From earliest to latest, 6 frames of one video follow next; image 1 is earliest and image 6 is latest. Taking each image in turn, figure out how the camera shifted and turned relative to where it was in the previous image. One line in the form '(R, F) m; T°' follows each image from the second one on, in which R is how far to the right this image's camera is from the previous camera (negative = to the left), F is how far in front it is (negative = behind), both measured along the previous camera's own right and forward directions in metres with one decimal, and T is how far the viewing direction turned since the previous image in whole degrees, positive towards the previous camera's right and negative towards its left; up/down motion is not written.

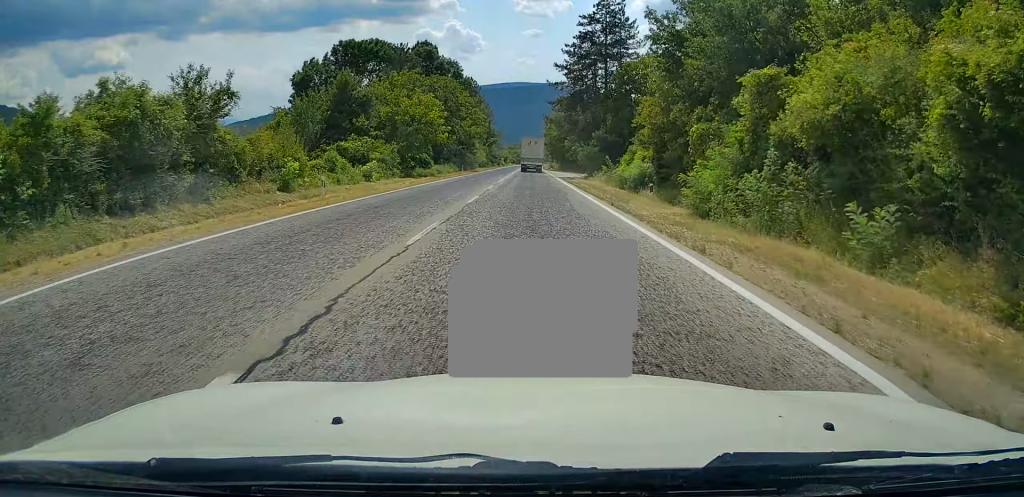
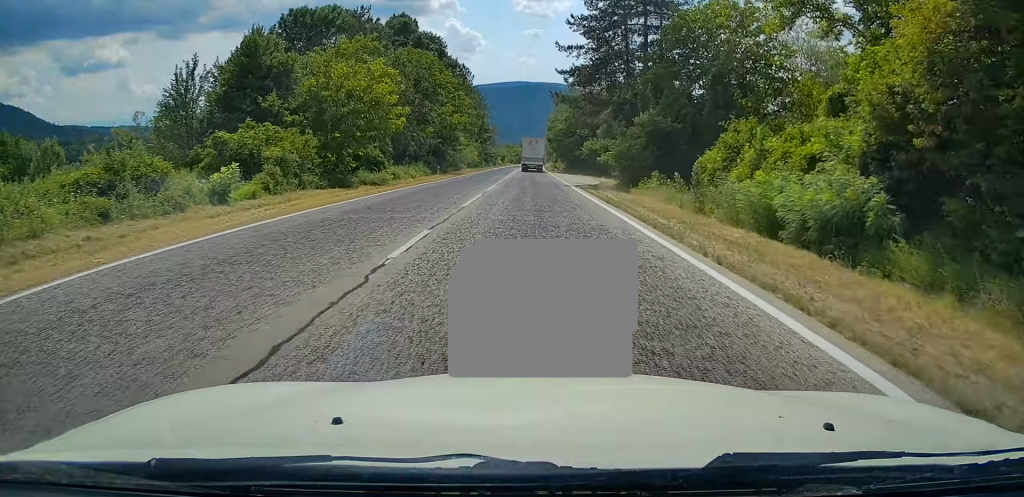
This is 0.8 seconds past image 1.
(+0.2, +19.8) m; +1°
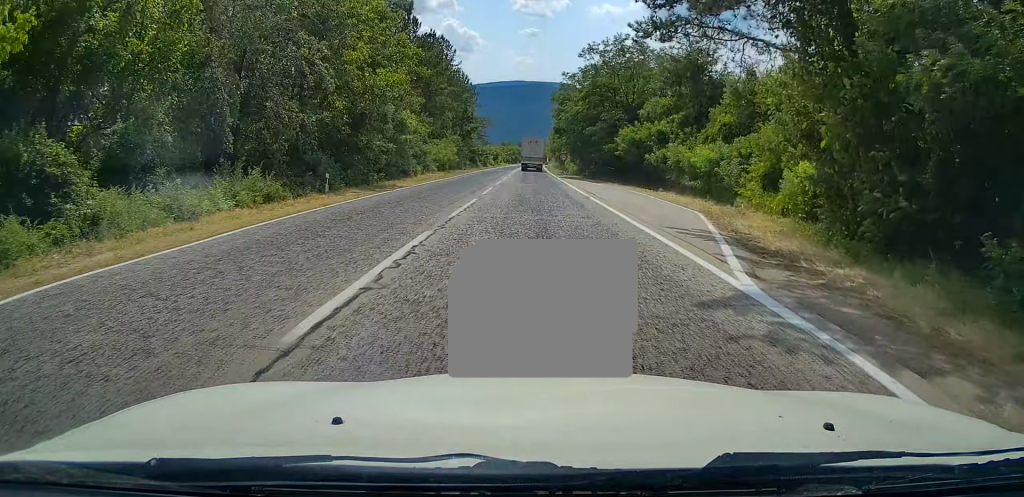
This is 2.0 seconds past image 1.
(+0.3, +29.8) m; 0°
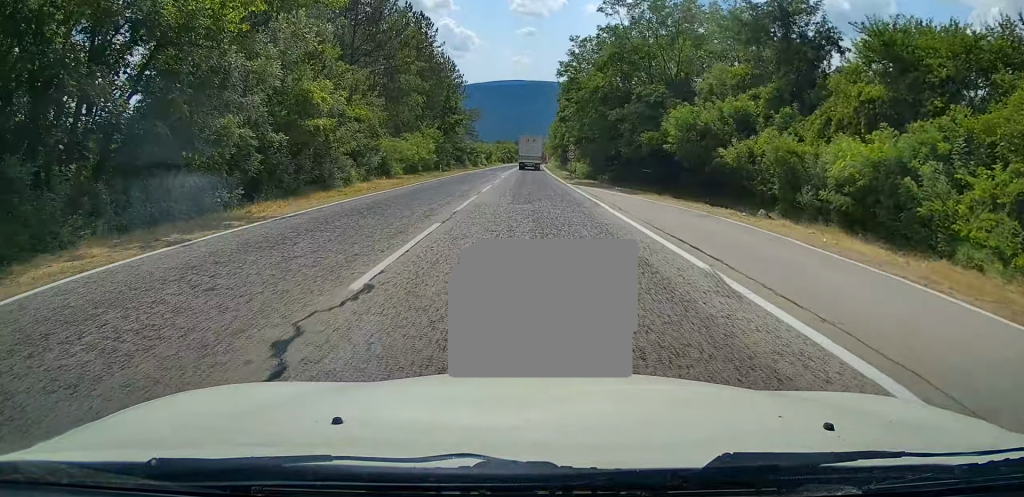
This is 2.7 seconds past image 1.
(-0.1, +16.7) m; -1°
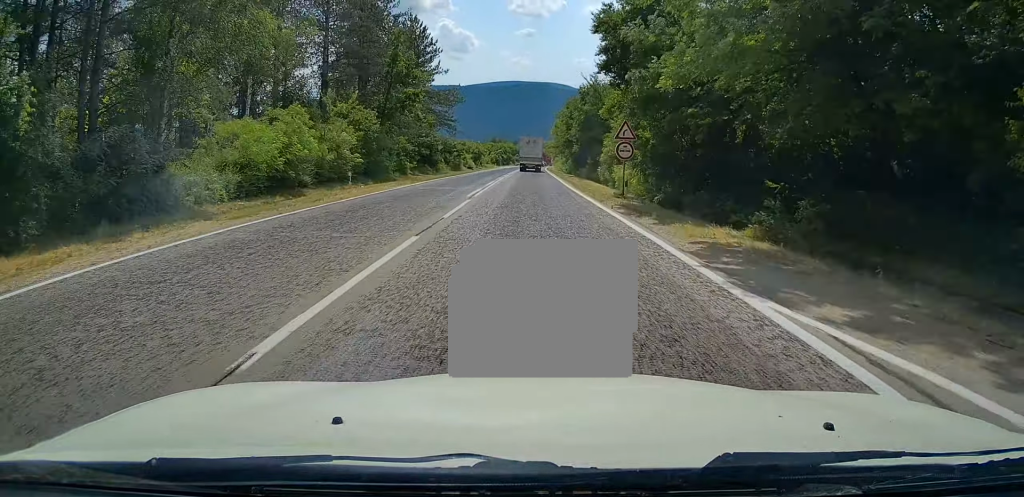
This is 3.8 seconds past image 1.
(-0.4, +29.4) m; 0°
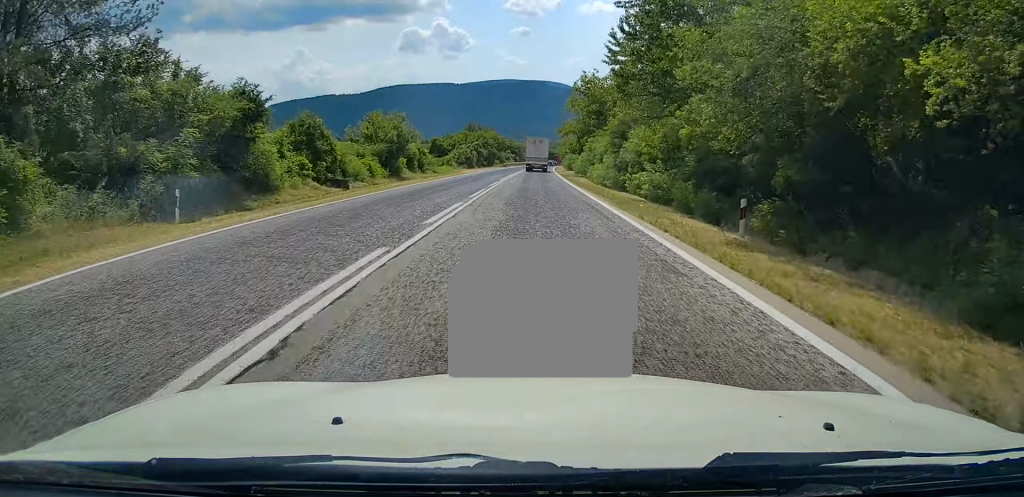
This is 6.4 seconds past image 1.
(+0.8, +64.9) m; +1°
